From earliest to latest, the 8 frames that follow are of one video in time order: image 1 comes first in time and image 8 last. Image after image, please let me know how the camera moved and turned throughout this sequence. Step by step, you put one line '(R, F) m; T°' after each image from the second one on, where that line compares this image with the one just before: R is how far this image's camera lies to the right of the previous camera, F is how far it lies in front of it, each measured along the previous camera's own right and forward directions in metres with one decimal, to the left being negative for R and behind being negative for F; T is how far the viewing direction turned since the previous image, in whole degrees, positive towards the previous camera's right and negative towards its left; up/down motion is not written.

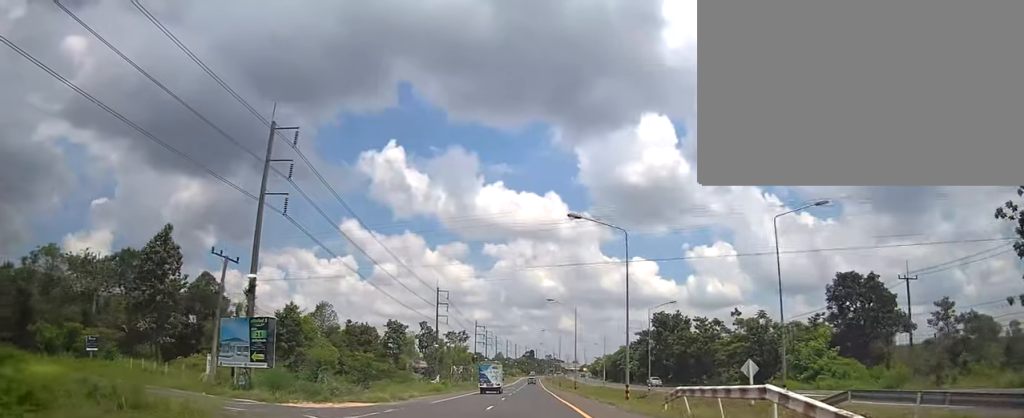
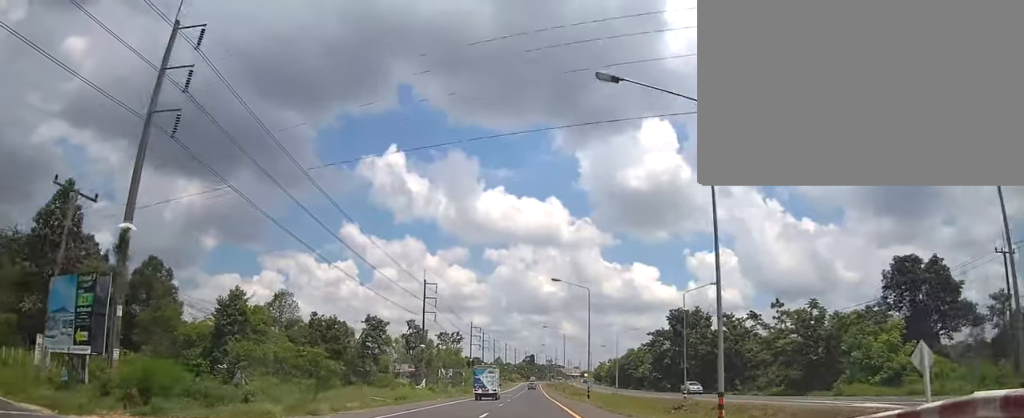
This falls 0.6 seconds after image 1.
(0.0, +14.4) m; 0°
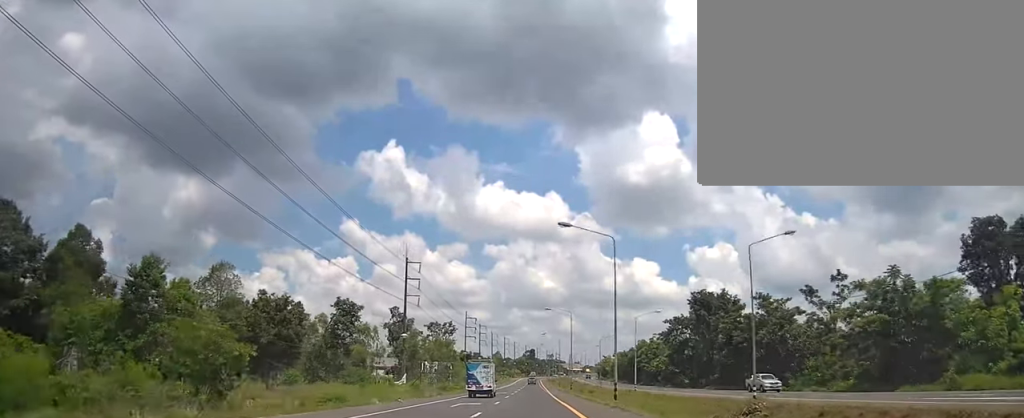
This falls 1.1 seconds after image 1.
(0.0, +14.4) m; 0°
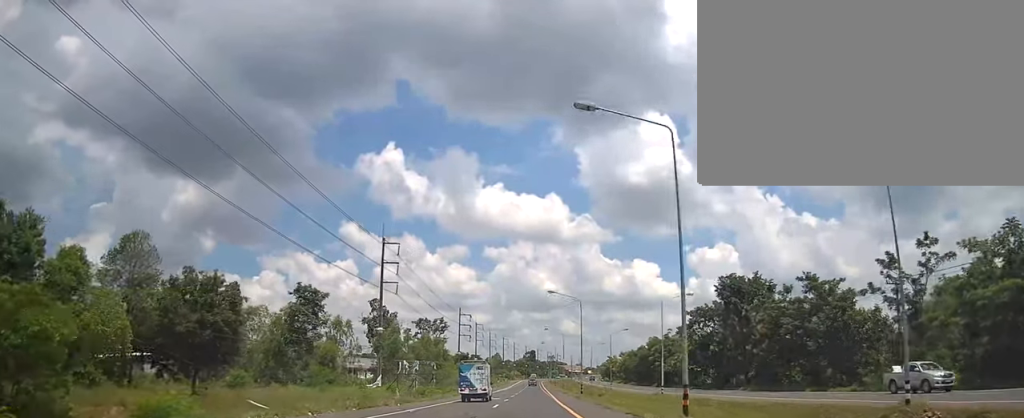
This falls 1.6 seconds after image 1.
(0.0, +13.6) m; 0°
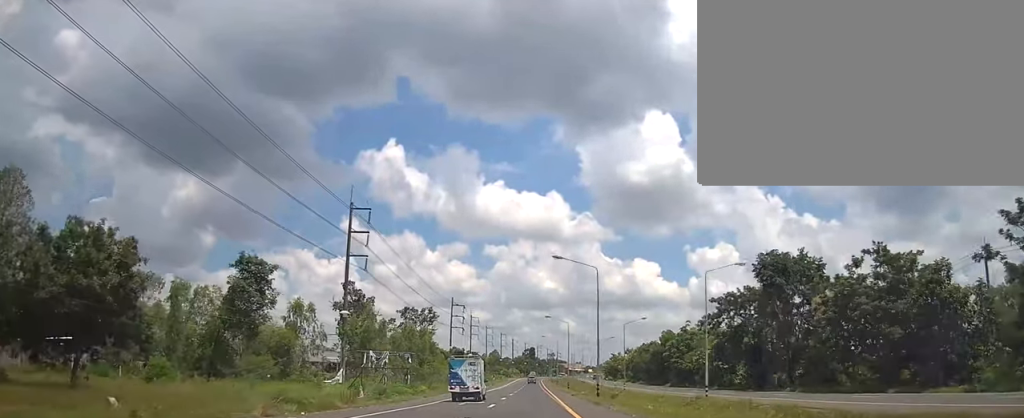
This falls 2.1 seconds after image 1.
(0.0, +13.6) m; 0°
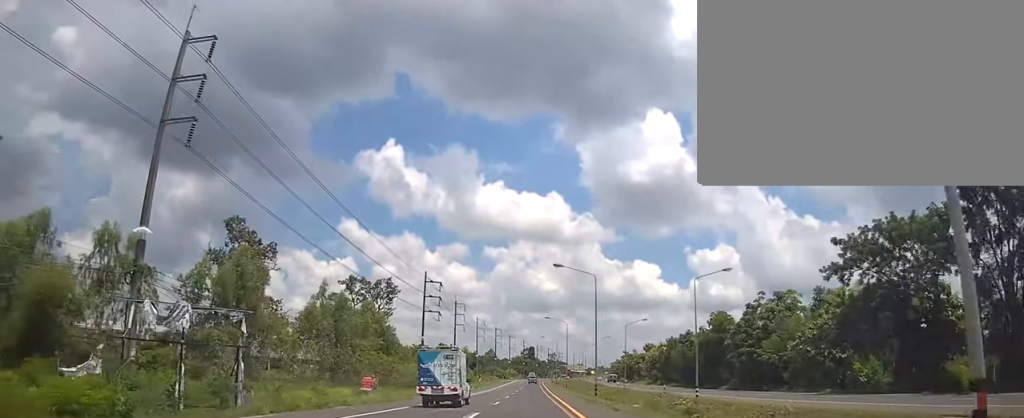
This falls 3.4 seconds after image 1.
(+0.1, +32.5) m; 0°
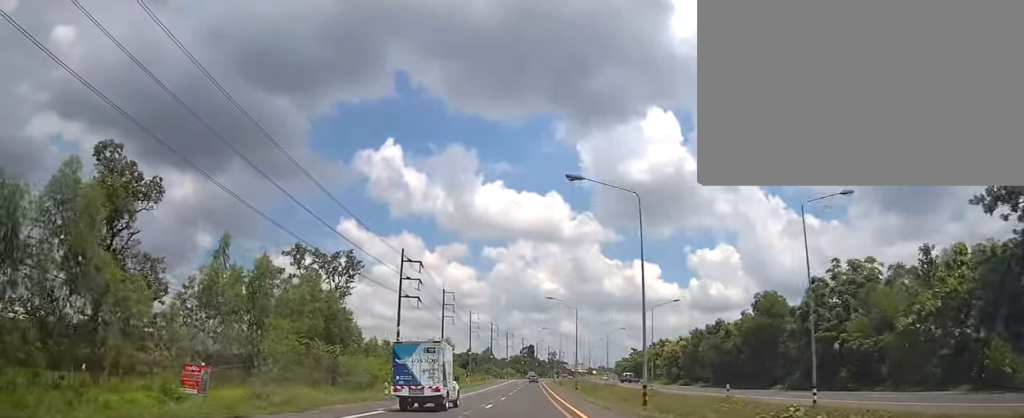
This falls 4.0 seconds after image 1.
(0.0, +17.7) m; 0°
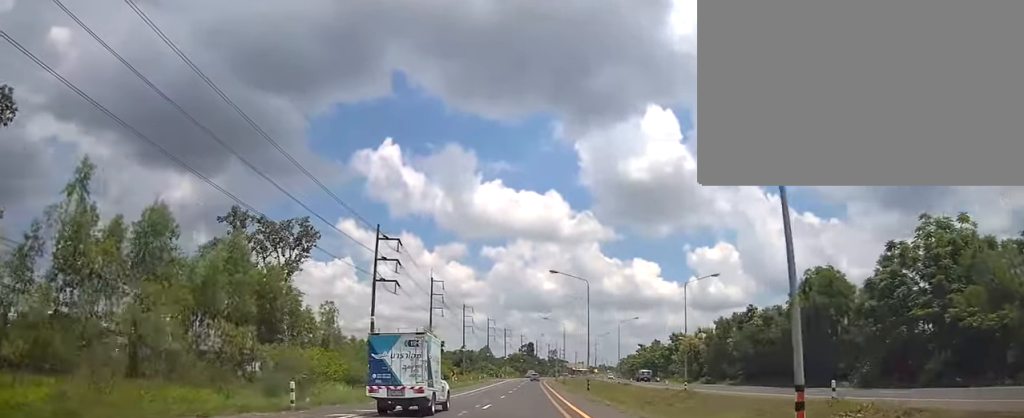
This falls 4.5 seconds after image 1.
(-0.1, +13.2) m; 0°
